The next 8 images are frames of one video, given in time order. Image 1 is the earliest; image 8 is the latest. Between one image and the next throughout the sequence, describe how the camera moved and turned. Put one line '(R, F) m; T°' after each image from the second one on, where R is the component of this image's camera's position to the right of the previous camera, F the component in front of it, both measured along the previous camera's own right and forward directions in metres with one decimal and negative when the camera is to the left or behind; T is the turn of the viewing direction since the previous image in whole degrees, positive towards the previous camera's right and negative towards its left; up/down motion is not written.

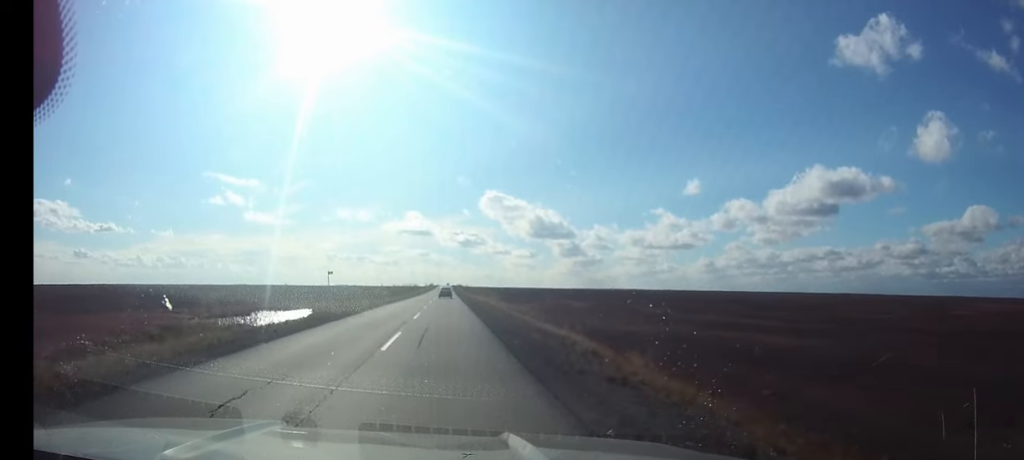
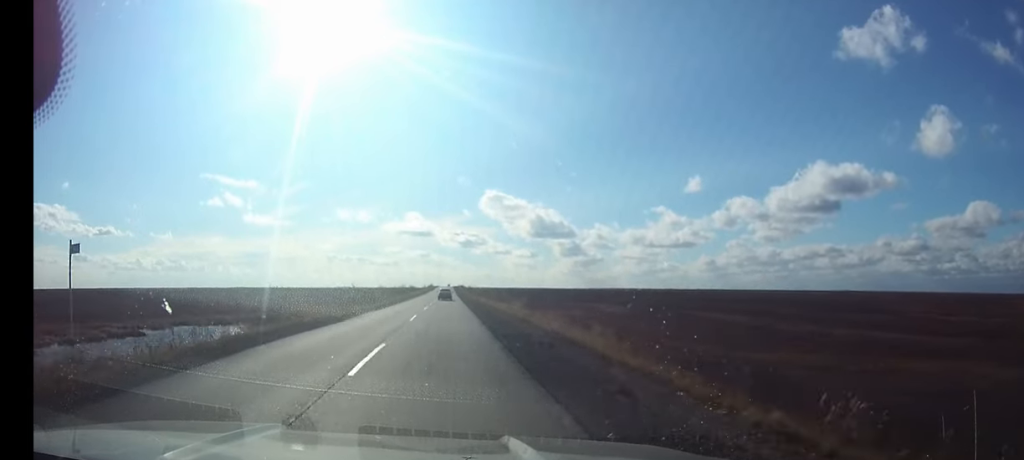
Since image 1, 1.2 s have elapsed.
(0.0, +28.4) m; 0°
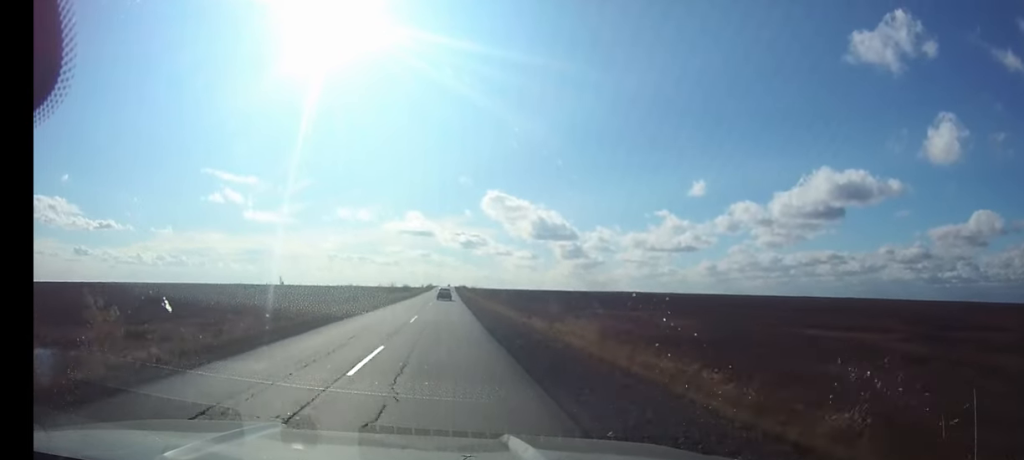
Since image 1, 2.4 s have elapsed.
(0.0, +29.5) m; 0°
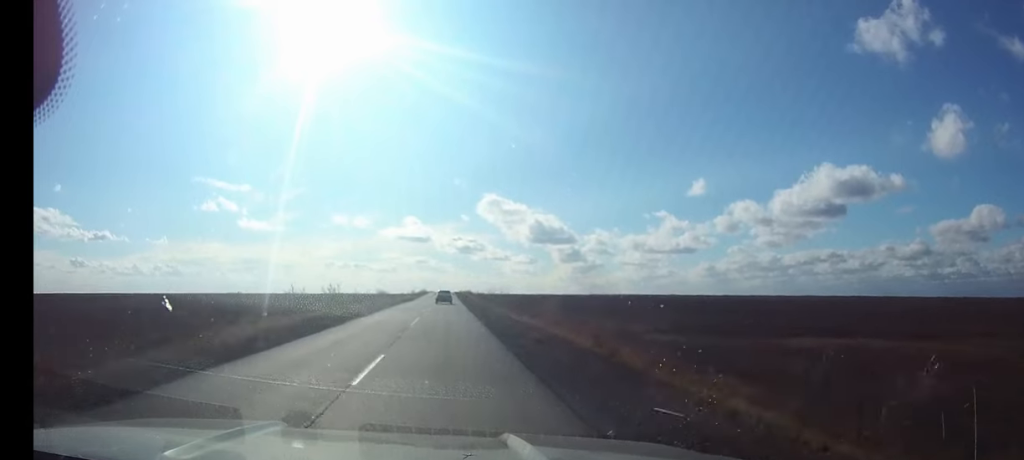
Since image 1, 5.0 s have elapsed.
(+0.1, +62.1) m; 0°
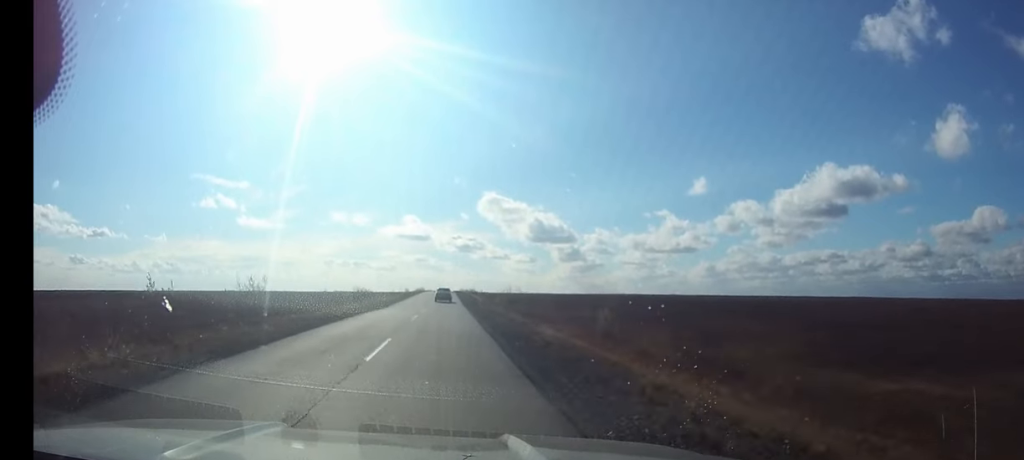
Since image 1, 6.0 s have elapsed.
(0.0, +23.7) m; 0°
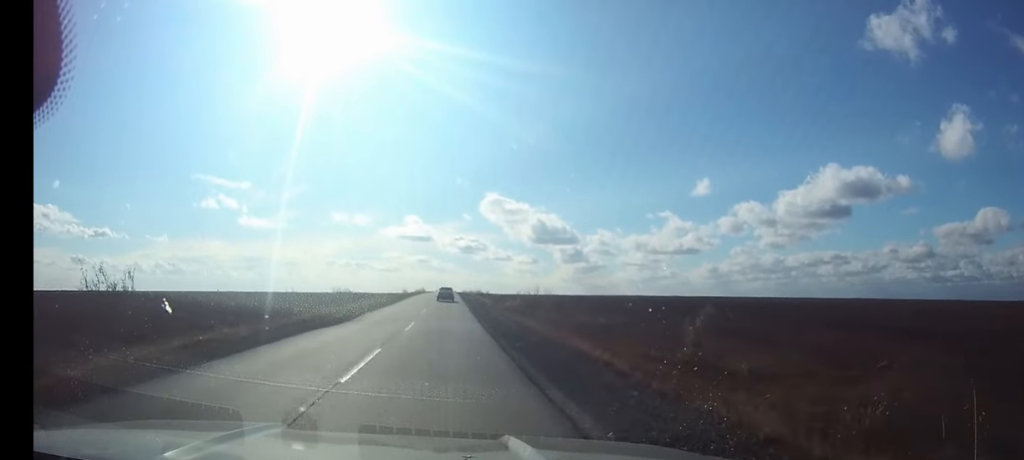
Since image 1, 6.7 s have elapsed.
(0.0, +17.2) m; 0°
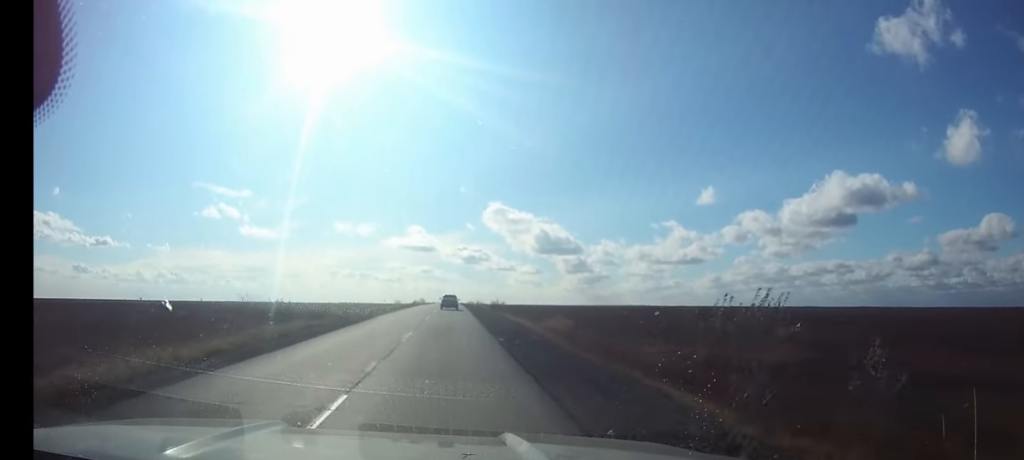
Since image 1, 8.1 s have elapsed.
(0.0, +32.1) m; 0°
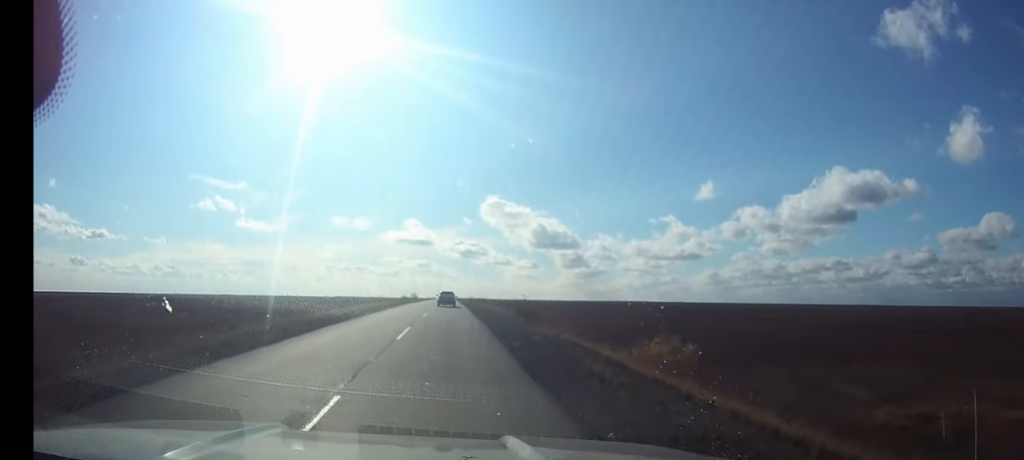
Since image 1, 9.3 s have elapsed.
(0.0, +28.8) m; 0°
